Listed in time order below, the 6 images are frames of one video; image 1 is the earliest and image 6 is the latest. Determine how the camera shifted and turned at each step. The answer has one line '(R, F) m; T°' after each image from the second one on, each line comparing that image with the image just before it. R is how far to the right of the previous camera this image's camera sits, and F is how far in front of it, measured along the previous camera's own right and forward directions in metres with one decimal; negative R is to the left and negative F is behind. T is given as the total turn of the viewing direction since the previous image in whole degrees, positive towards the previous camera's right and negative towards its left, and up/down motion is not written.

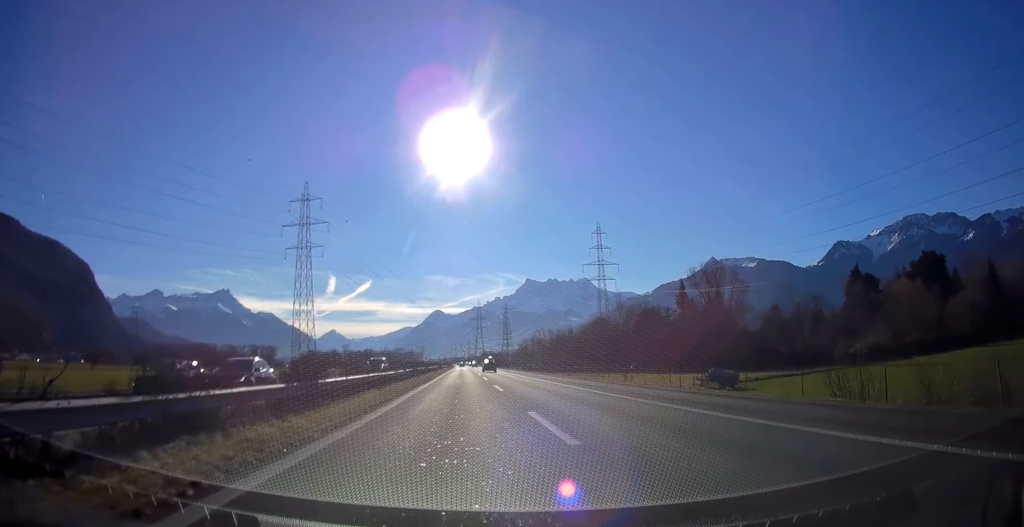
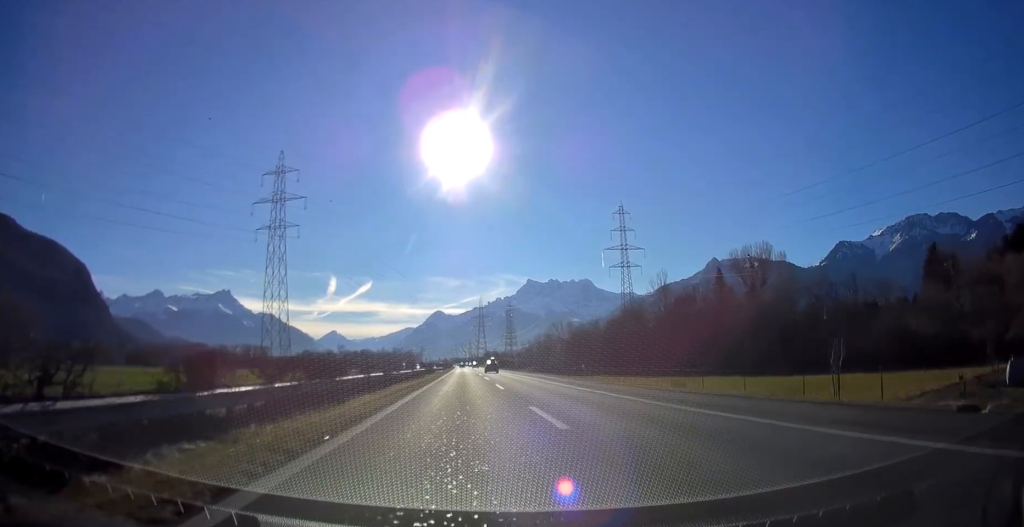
(0.0, +32.6) m; 0°
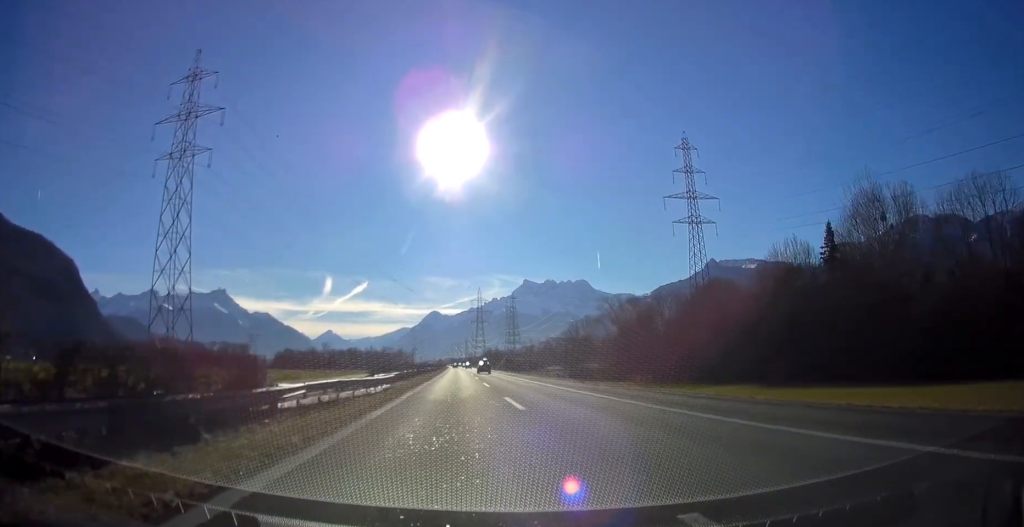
(+0.2, +68.9) m; 0°
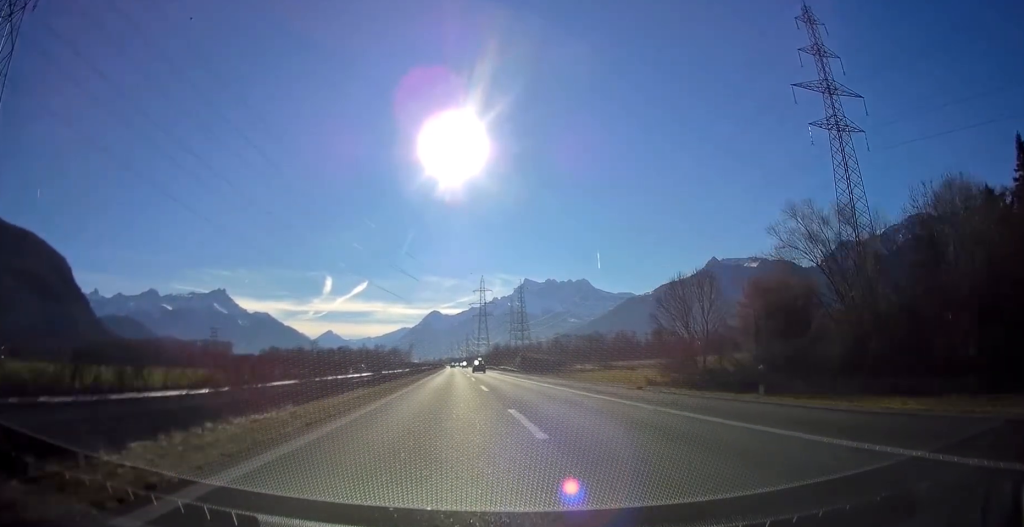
(0.0, +63.1) m; 0°
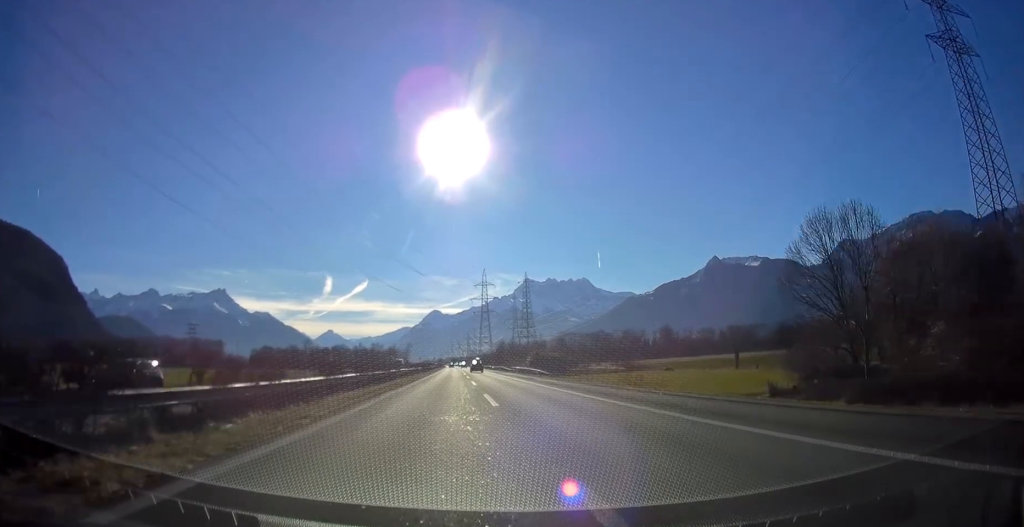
(0.0, +29.3) m; 0°
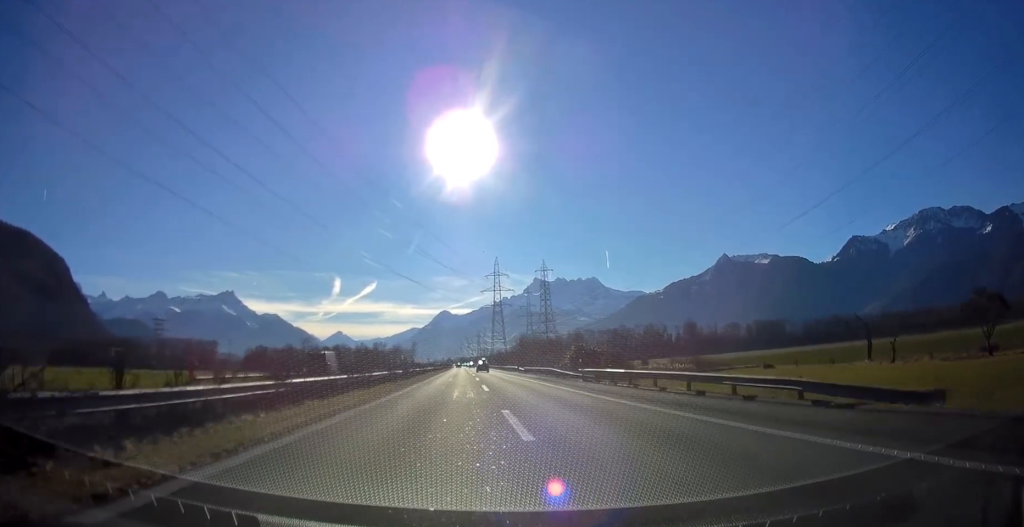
(-0.1, +45.1) m; 0°
